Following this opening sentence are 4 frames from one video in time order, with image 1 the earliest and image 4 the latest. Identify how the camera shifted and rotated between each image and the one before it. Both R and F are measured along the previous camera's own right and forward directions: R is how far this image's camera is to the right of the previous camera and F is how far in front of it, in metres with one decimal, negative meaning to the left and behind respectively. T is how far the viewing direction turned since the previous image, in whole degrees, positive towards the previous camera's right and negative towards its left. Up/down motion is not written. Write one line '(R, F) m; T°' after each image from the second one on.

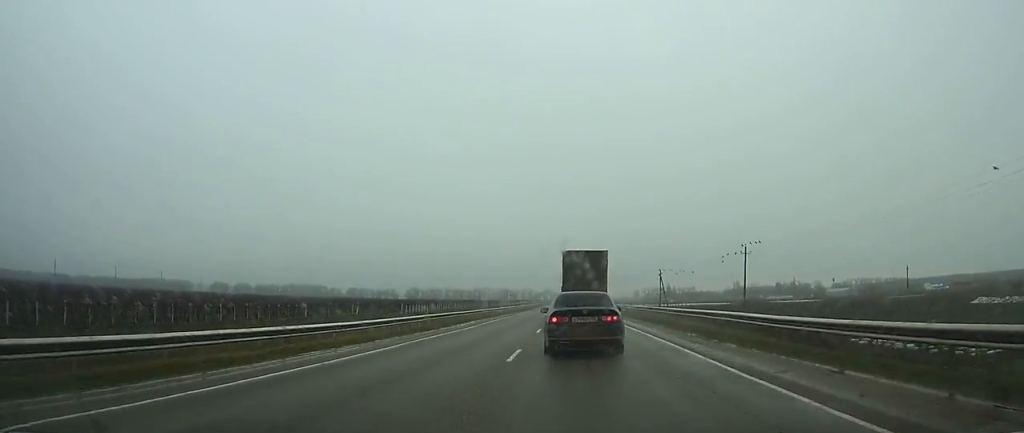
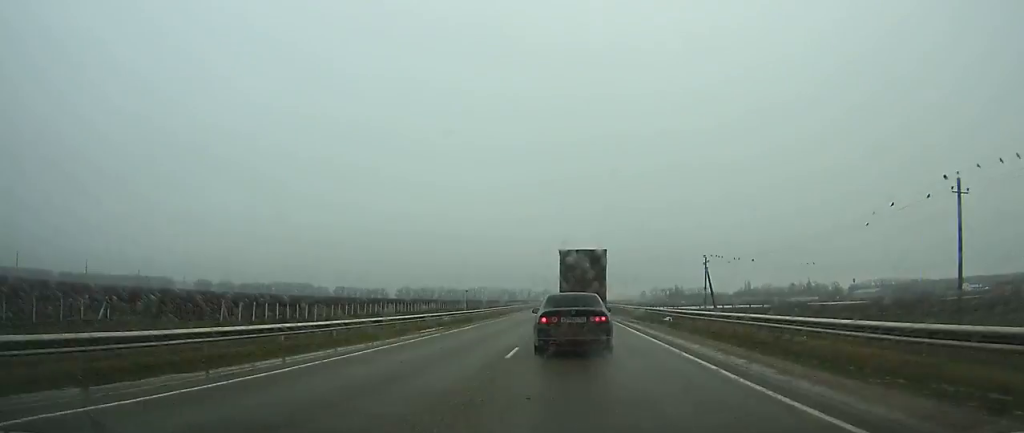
(-0.1, +43.9) m; 0°
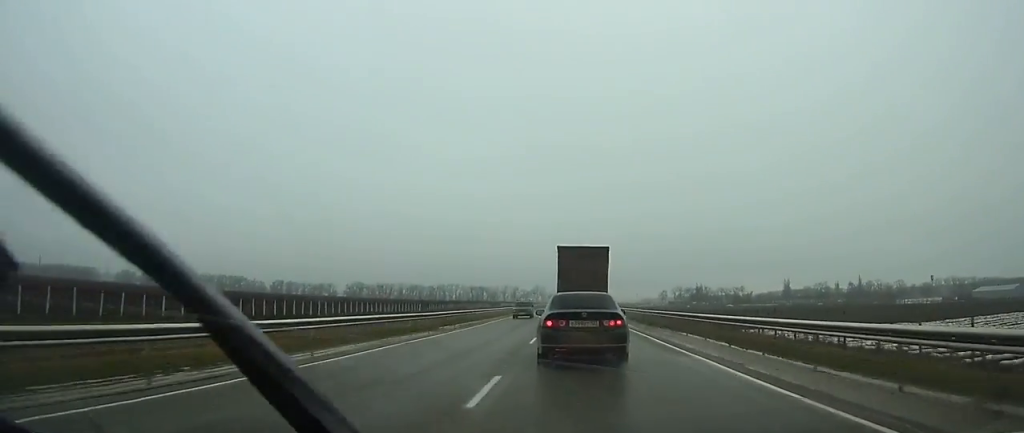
(-0.3, +137.1) m; 0°
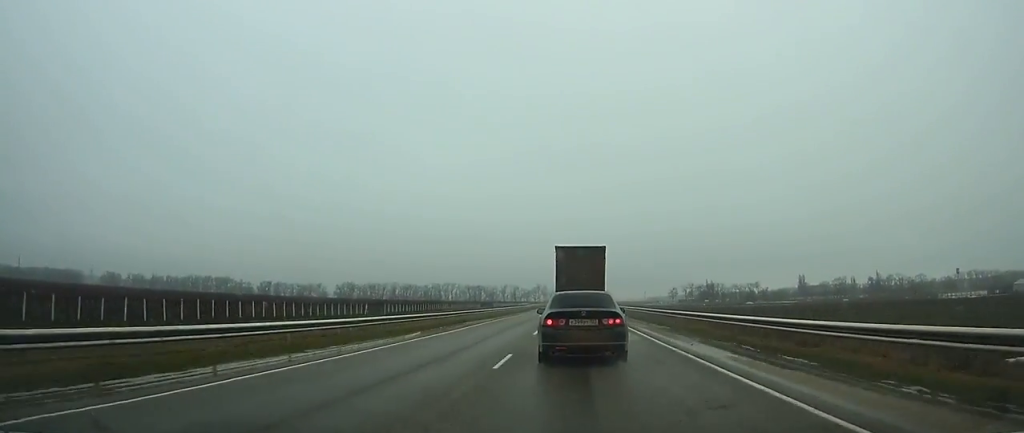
(+0.1, +28.4) m; 0°
